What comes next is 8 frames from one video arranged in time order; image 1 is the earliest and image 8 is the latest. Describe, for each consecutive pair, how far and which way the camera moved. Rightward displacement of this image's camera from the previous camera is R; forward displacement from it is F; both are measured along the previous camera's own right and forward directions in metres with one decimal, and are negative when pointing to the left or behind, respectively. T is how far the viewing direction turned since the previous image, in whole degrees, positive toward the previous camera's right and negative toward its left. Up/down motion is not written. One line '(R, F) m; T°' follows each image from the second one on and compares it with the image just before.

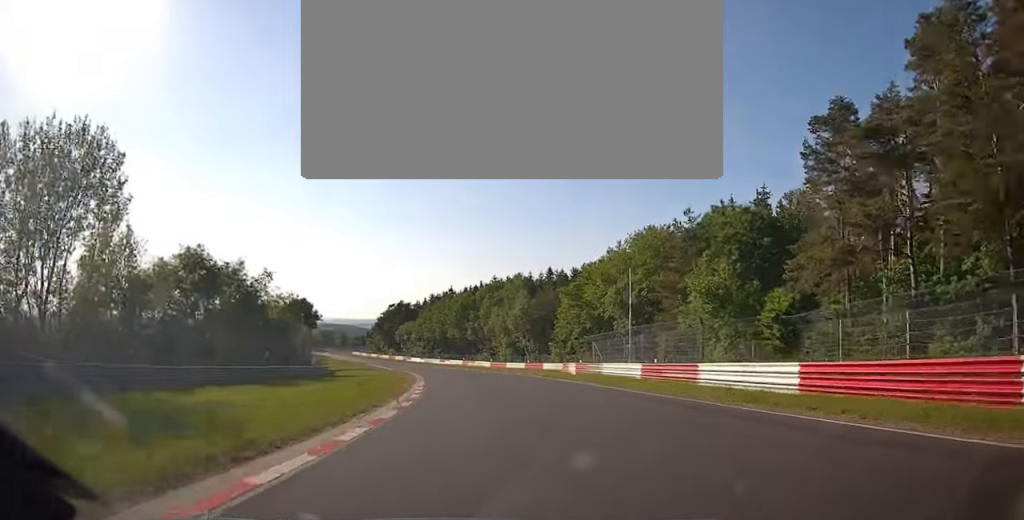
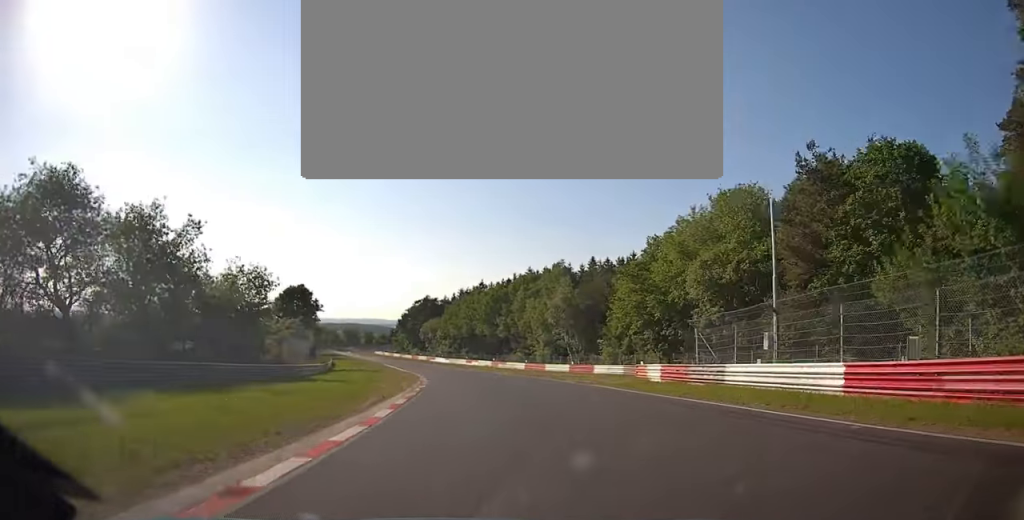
(-0.2, +16.9) m; -3°
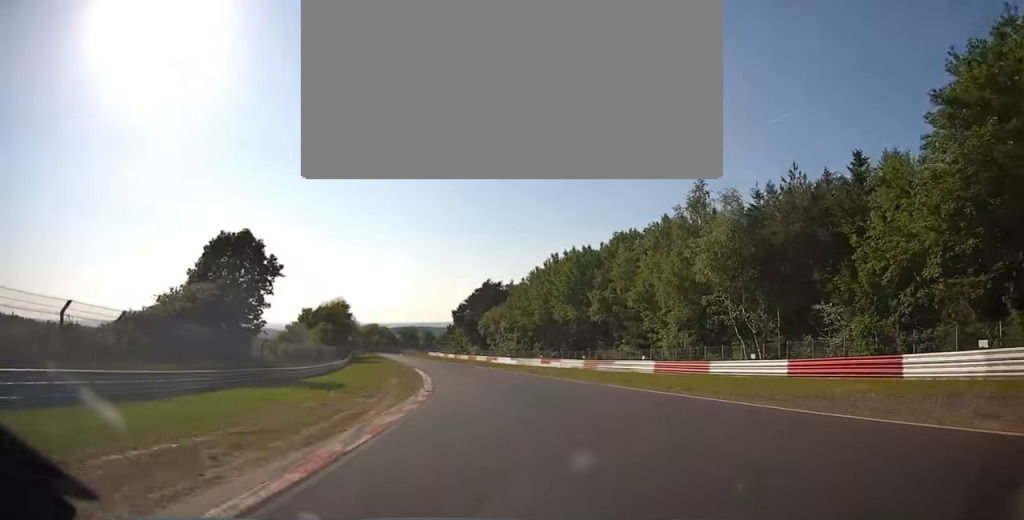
(-2.2, +37.7) m; -8°
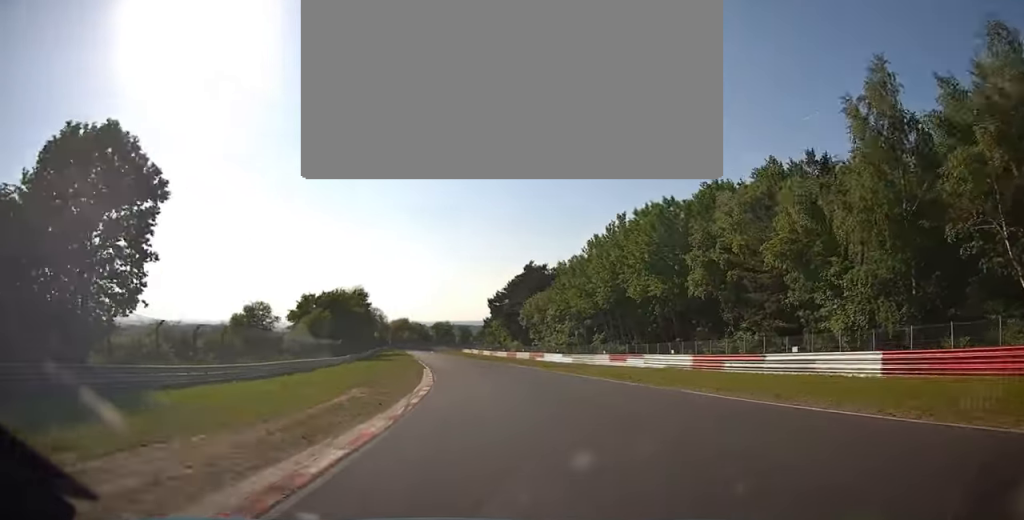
(-1.7, +22.7) m; -4°
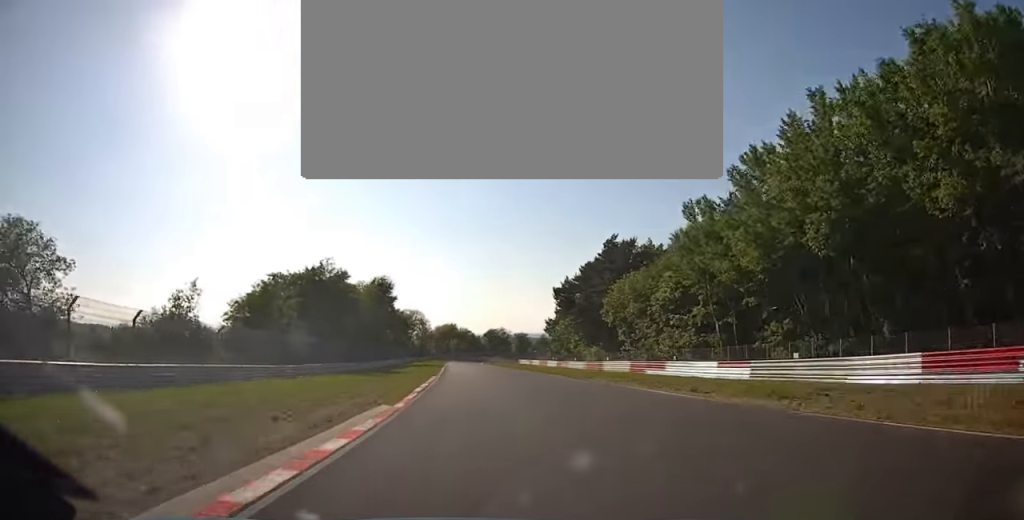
(-1.8, +33.0) m; -5°
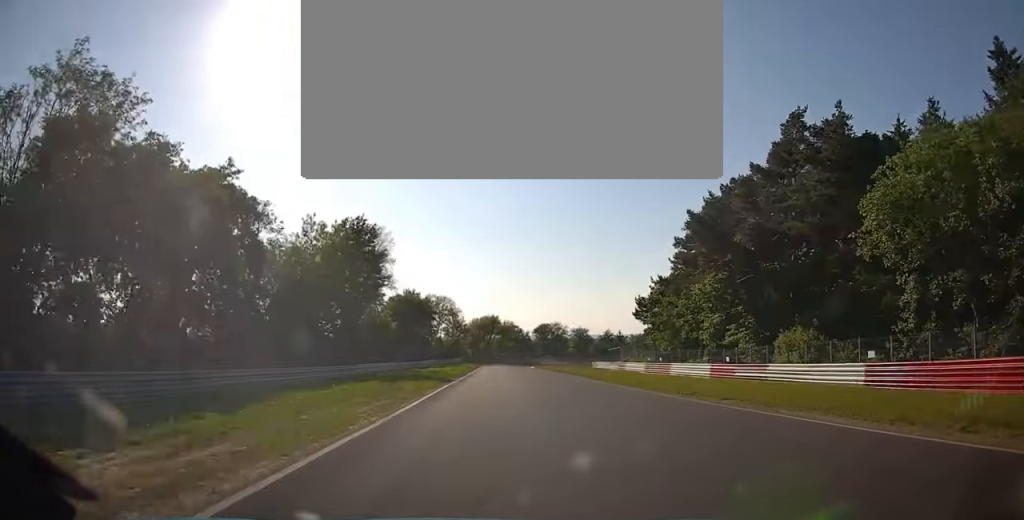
(-2.0, +42.3) m; -3°
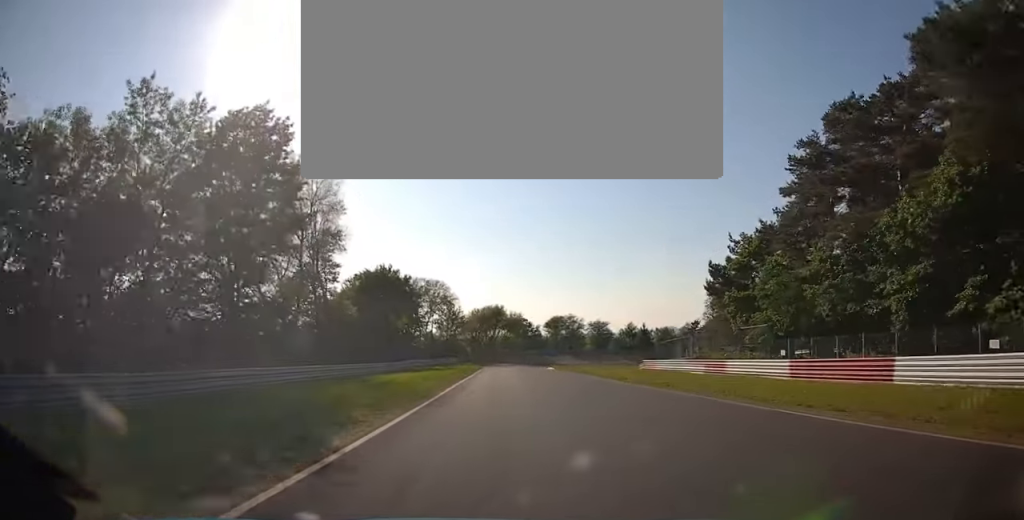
(-0.1, +24.5) m; 0°
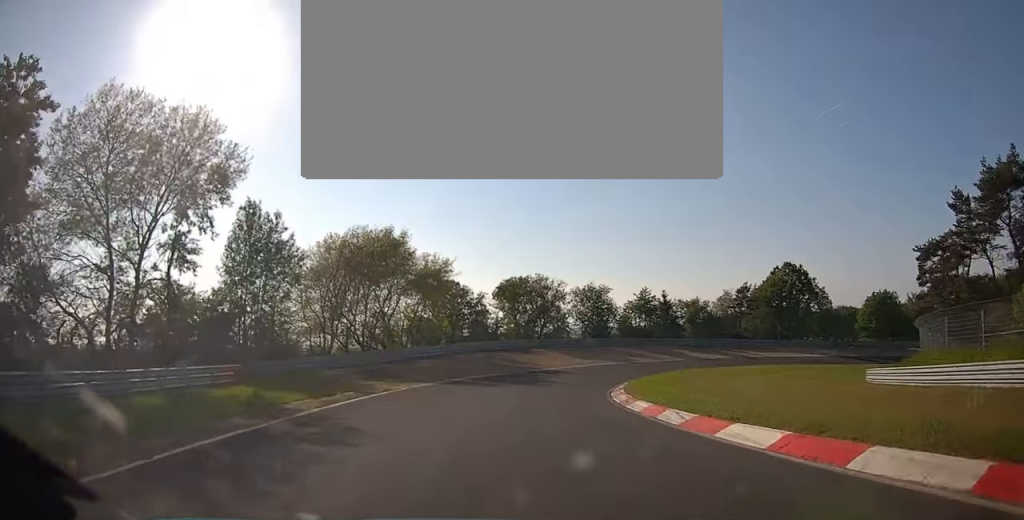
(+4.9, +65.0) m; +19°
